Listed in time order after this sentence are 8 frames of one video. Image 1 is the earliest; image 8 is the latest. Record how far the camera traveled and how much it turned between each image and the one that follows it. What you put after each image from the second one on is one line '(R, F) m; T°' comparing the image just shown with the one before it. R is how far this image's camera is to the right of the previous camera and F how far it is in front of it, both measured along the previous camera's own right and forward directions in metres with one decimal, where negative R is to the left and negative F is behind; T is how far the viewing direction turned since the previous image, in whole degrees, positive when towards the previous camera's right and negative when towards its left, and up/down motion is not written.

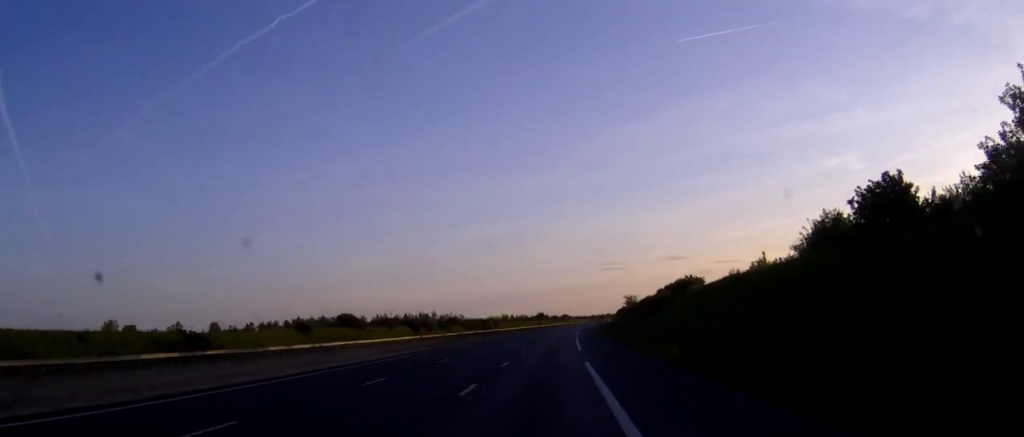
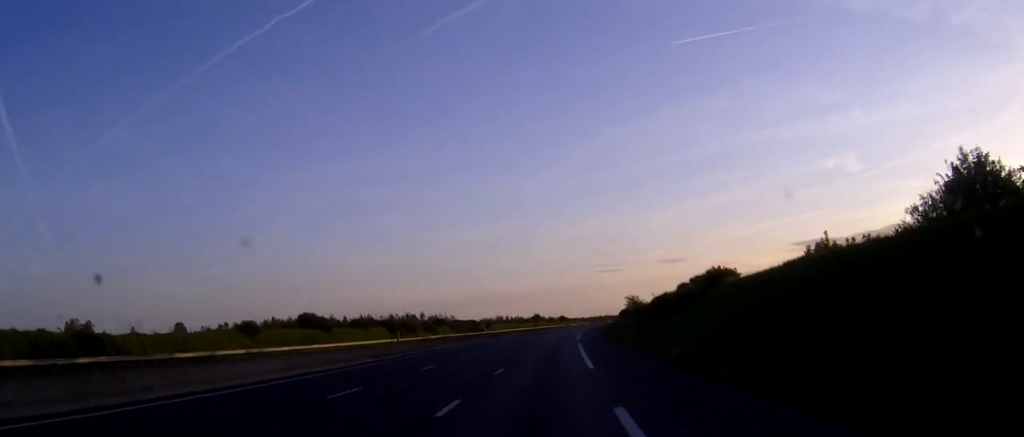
(0.0, +17.0) m; 0°
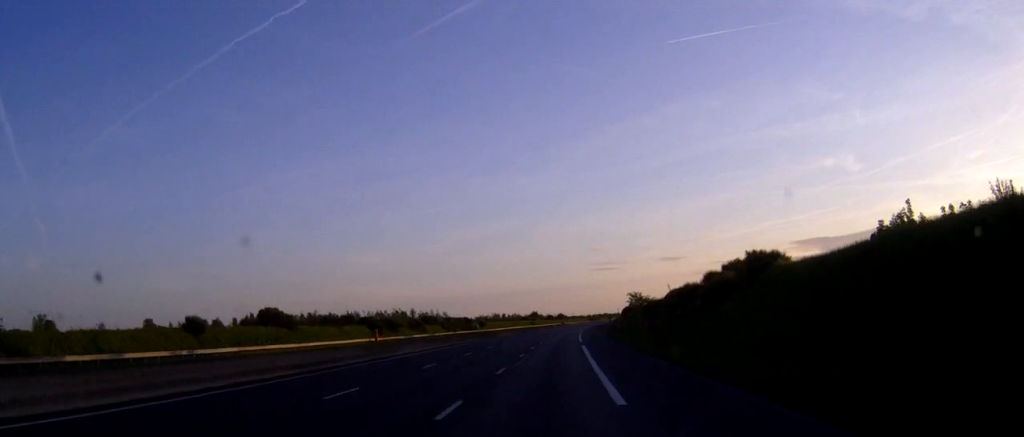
(0.0, +13.4) m; 0°
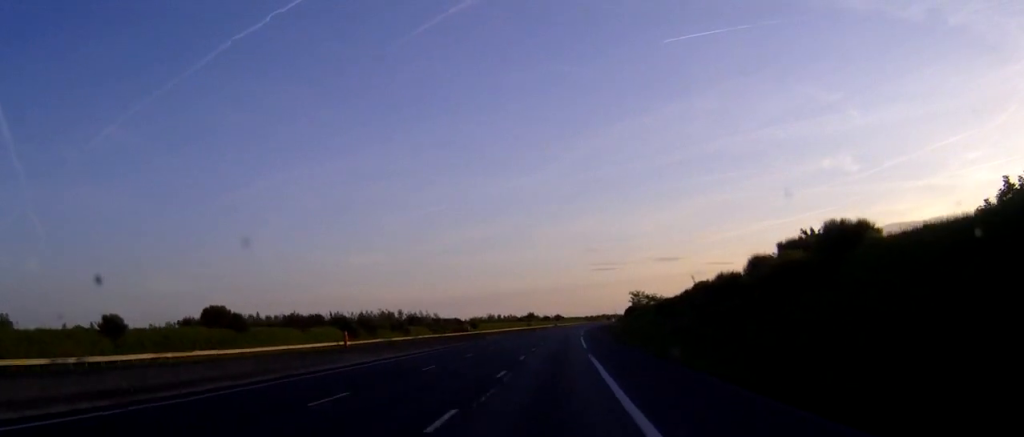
(0.0, +14.3) m; 0°
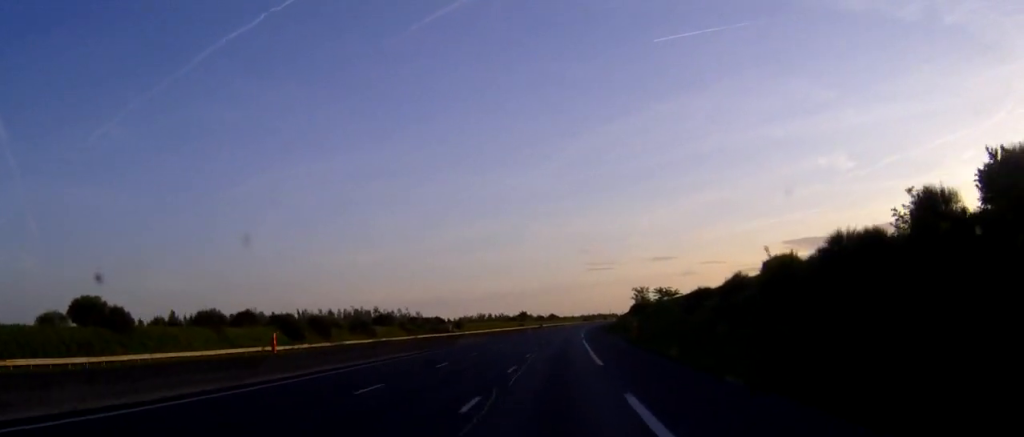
(0.0, +22.4) m; 0°
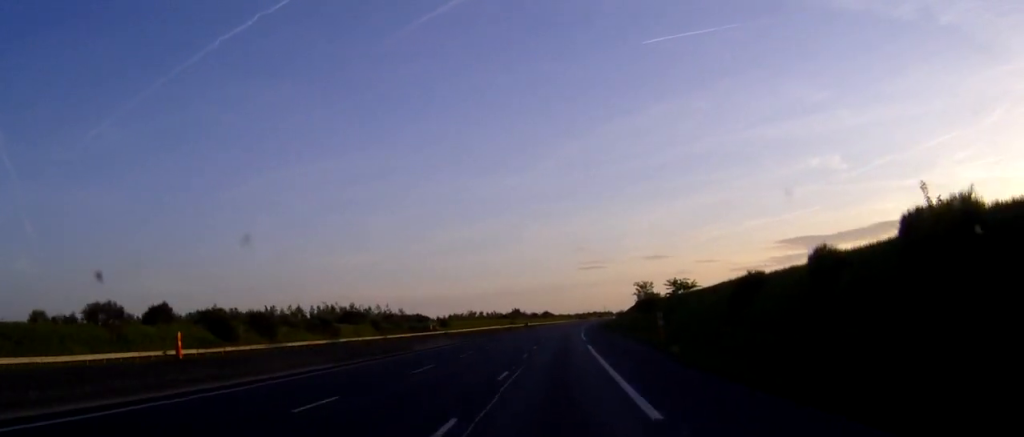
(+0.1, +17.9) m; 0°
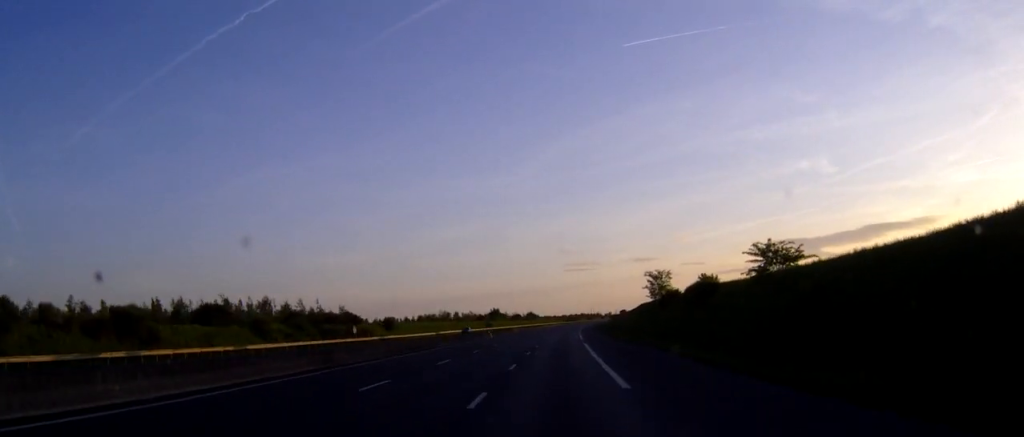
(+0.5, +45.7) m; +1°
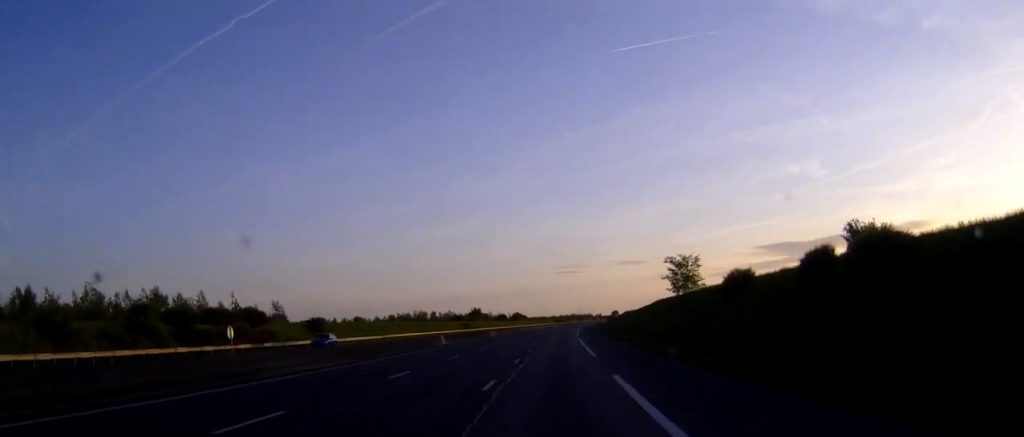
(+0.3, +35.0) m; +1°
